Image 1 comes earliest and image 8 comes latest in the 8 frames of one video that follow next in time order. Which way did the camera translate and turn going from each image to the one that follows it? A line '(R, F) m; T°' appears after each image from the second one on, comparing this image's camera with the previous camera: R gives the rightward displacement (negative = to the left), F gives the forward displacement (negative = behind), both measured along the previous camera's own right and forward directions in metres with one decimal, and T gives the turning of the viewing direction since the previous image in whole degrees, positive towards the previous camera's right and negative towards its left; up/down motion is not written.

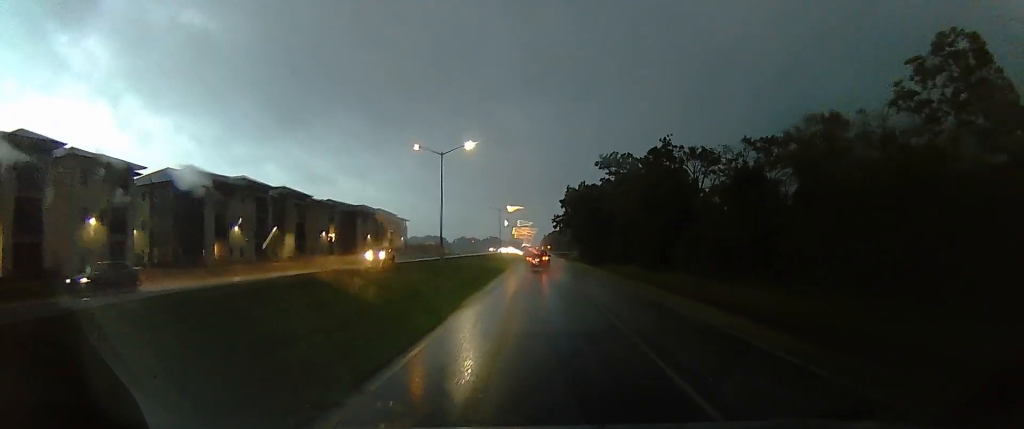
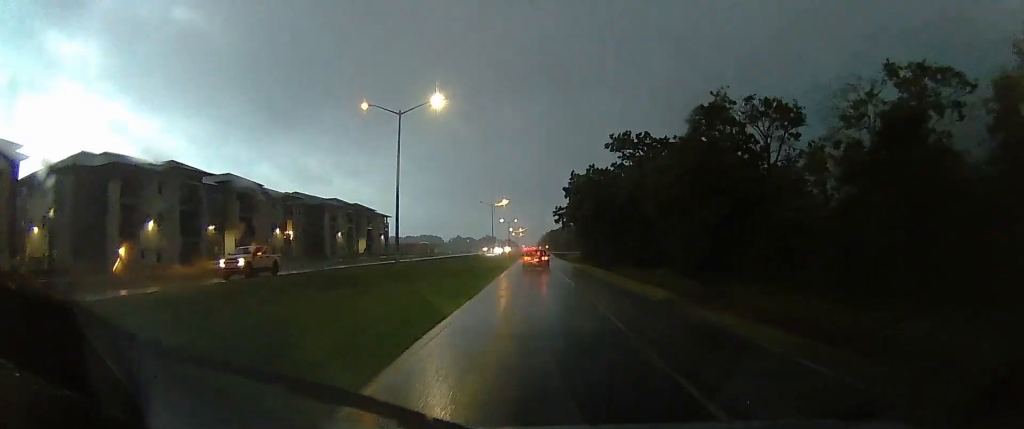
(0.0, +17.8) m; 0°
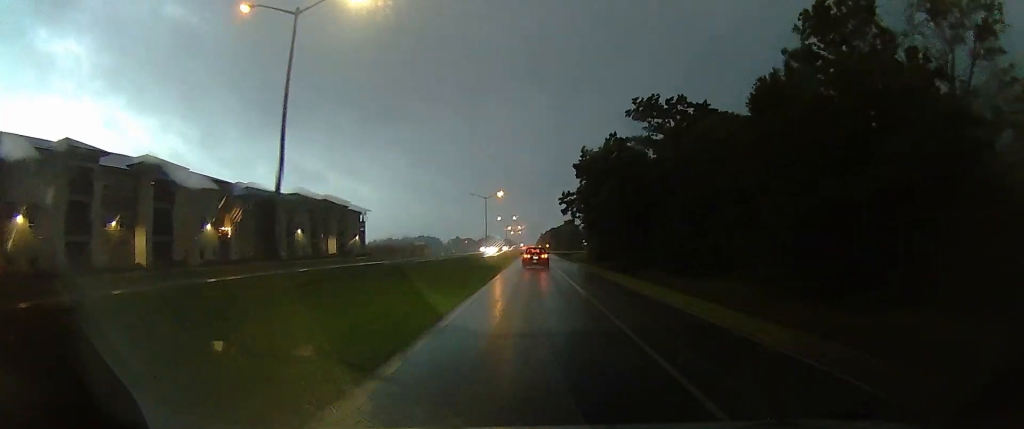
(0.0, +19.4) m; 0°
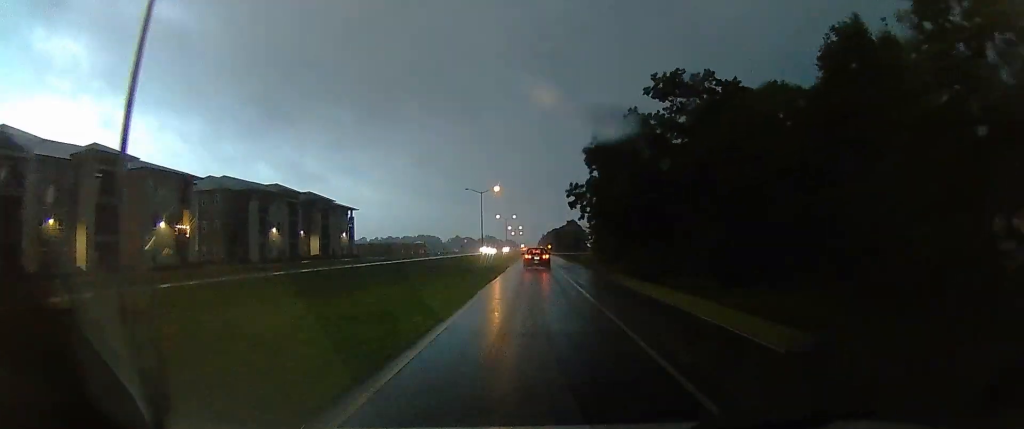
(0.0, +9.7) m; 0°
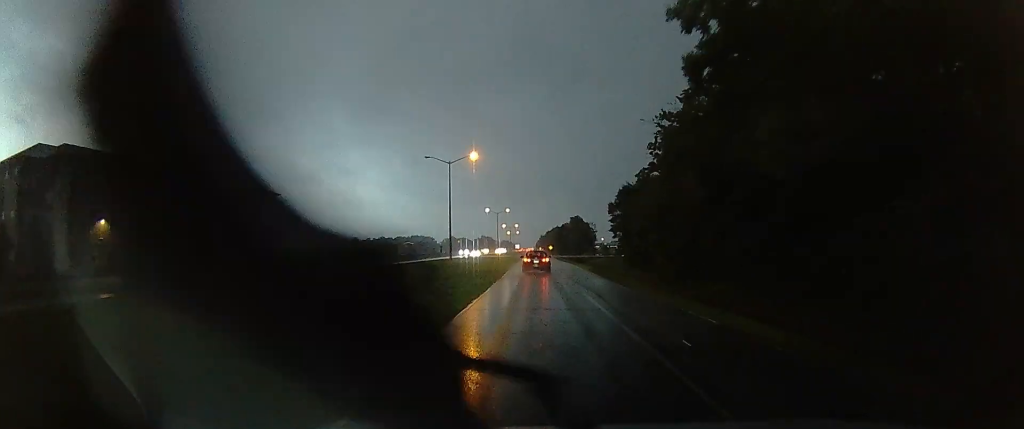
(0.0, +37.5) m; 0°
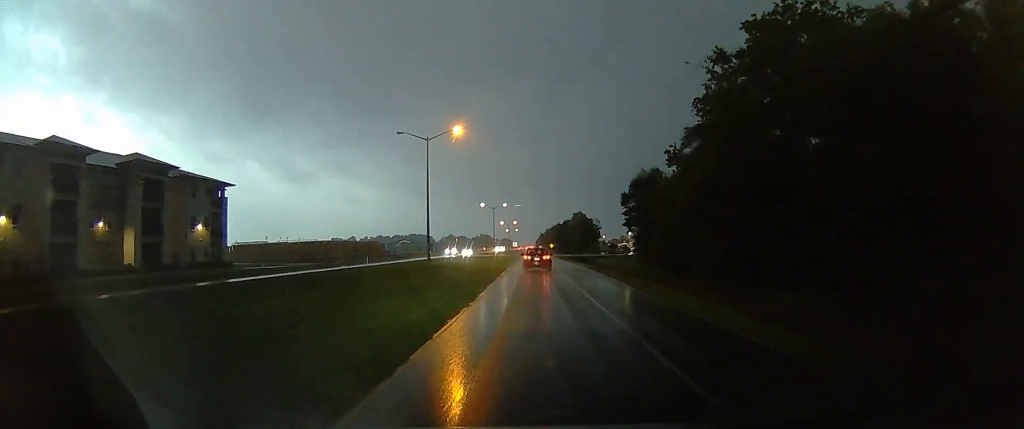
(0.0, +13.3) m; 0°
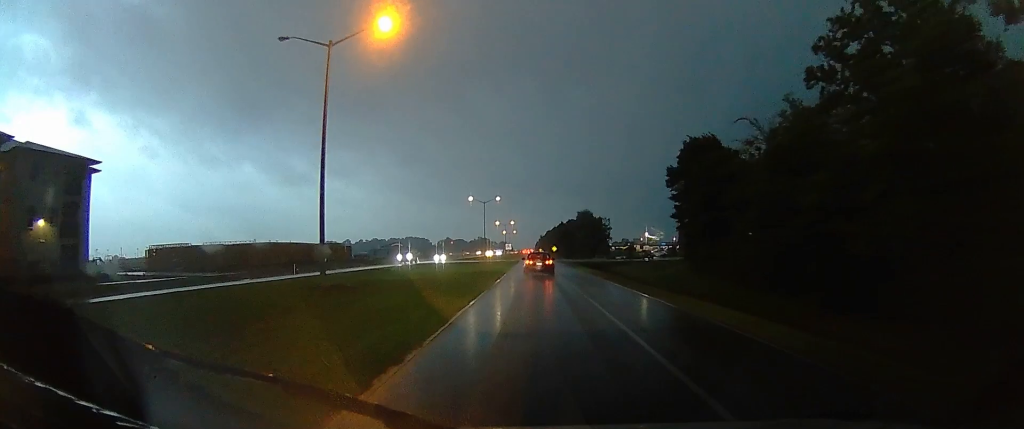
(0.0, +26.1) m; 0°
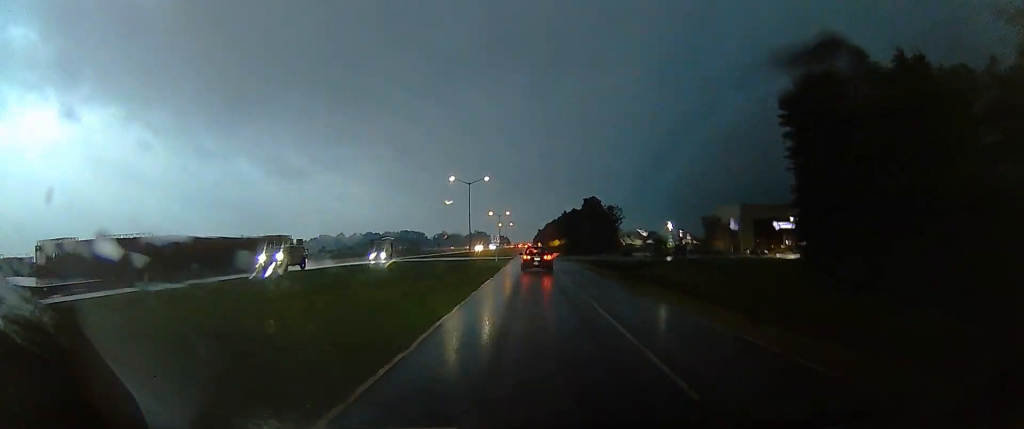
(0.0, +24.8) m; 0°
